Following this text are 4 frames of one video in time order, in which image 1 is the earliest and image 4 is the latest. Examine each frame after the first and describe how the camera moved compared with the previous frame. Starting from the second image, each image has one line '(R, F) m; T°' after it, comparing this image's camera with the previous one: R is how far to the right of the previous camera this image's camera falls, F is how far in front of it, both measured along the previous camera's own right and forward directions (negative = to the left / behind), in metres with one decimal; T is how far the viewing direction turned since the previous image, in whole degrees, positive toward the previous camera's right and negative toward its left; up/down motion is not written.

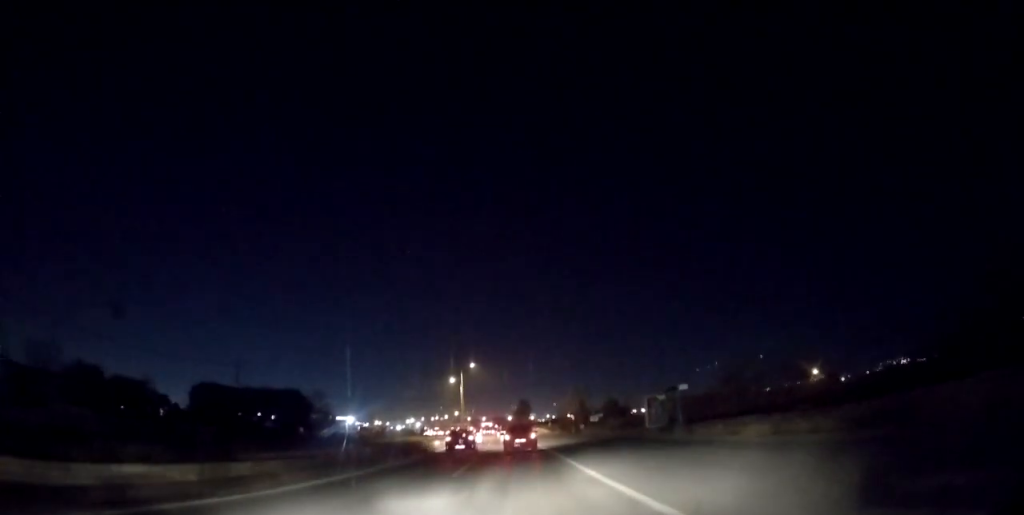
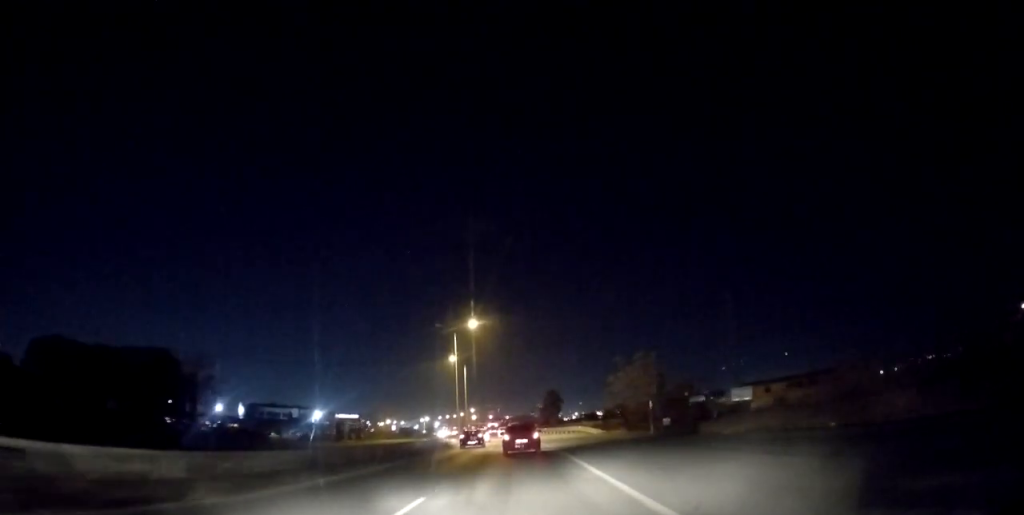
(-0.7, +43.6) m; -2°
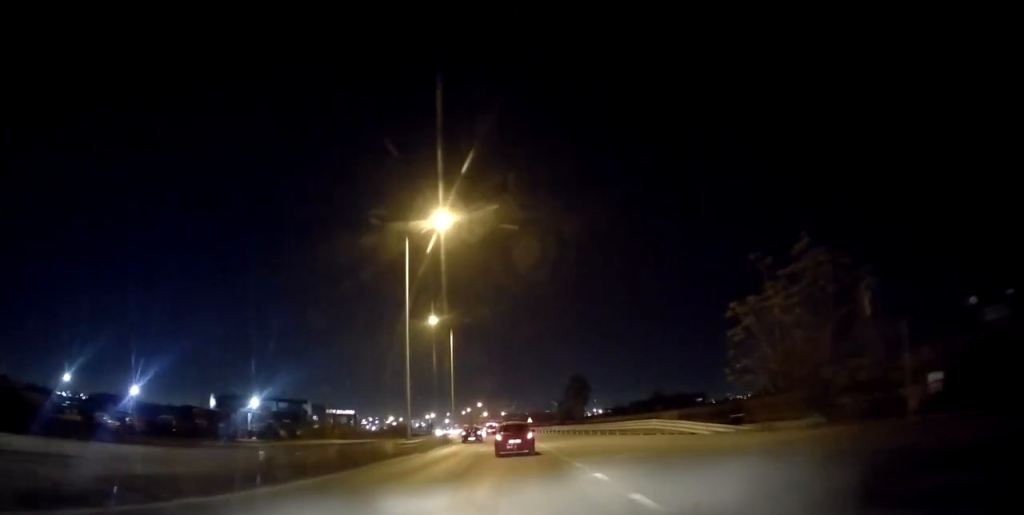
(0.0, +33.3) m; -1°
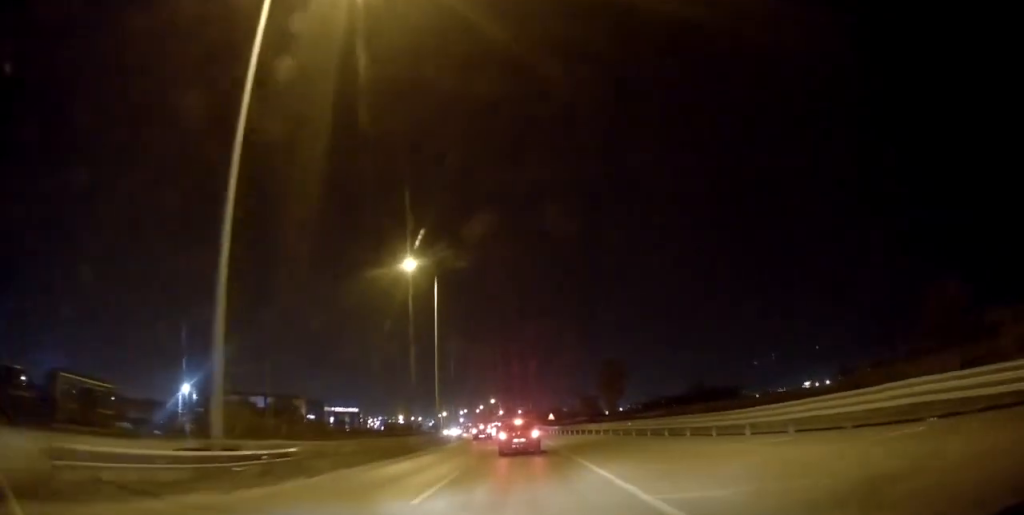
(-0.2, +22.7) m; 0°
